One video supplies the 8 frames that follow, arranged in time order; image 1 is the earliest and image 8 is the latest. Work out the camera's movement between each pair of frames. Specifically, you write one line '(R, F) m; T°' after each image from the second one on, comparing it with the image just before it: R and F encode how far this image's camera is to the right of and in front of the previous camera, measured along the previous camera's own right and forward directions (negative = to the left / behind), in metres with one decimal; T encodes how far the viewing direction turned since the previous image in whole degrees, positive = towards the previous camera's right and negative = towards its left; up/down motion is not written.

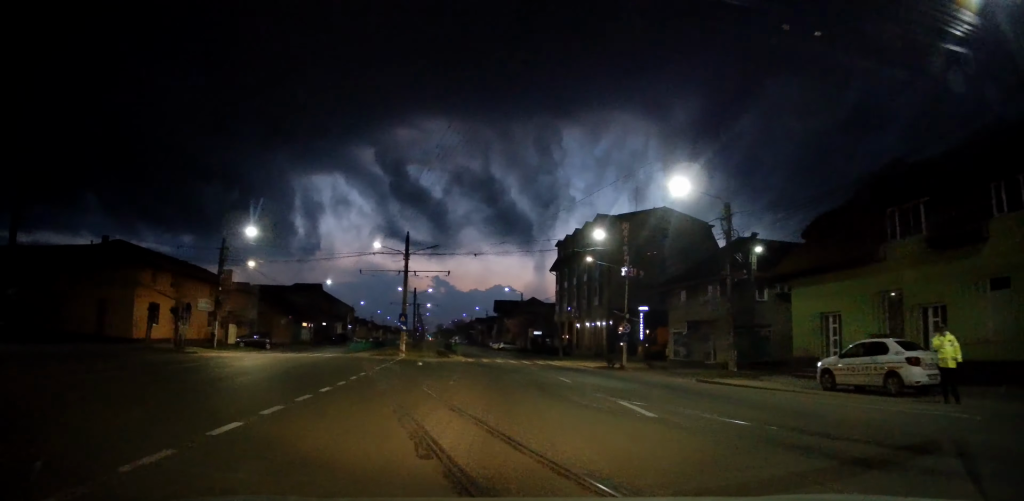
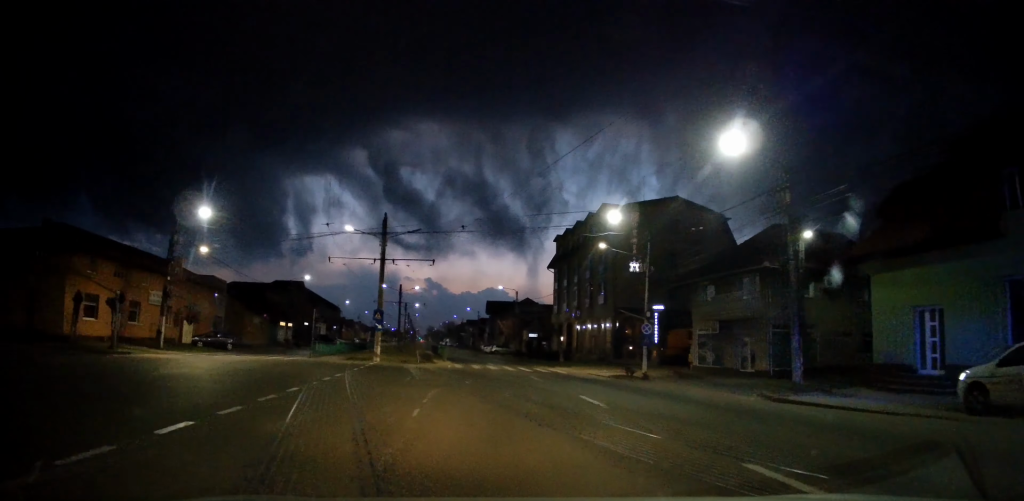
(0.0, +6.3) m; +1°
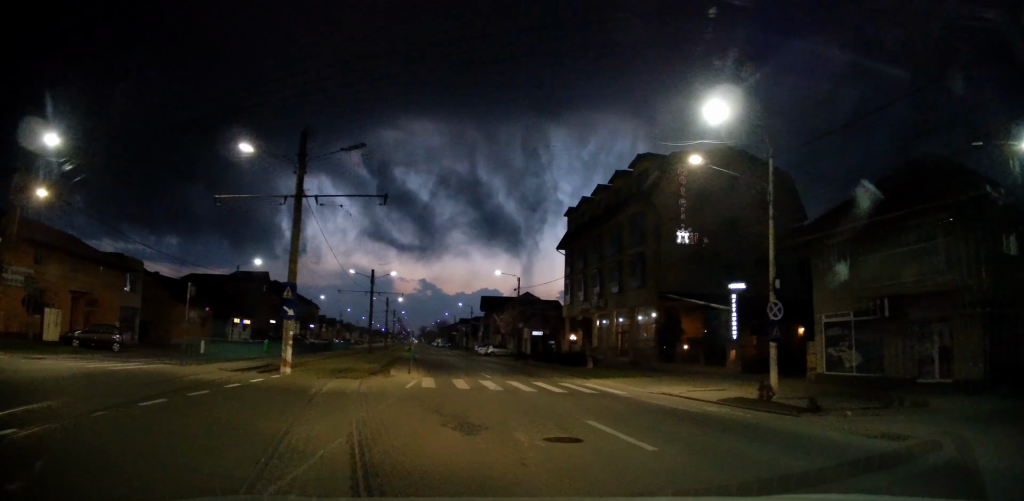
(+0.4, +14.2) m; 0°
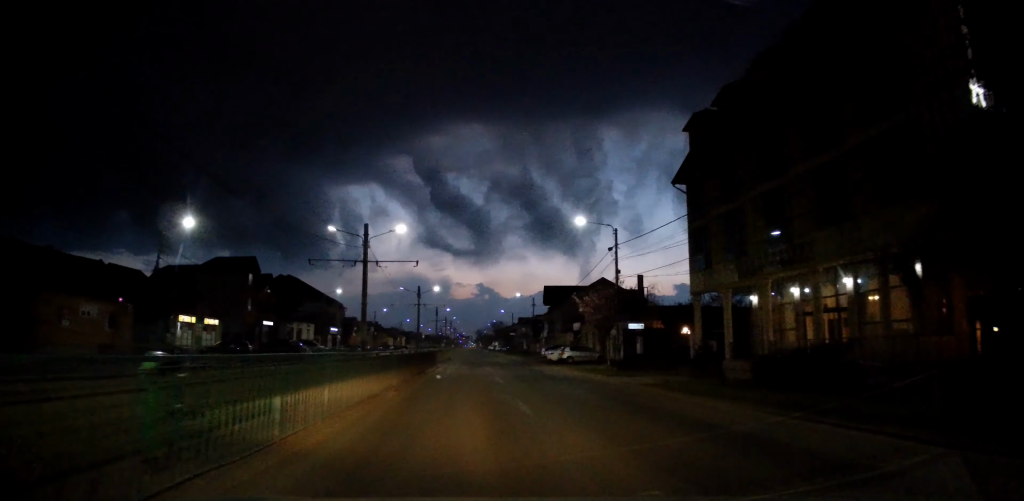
(-1.4, +22.3) m; -5°
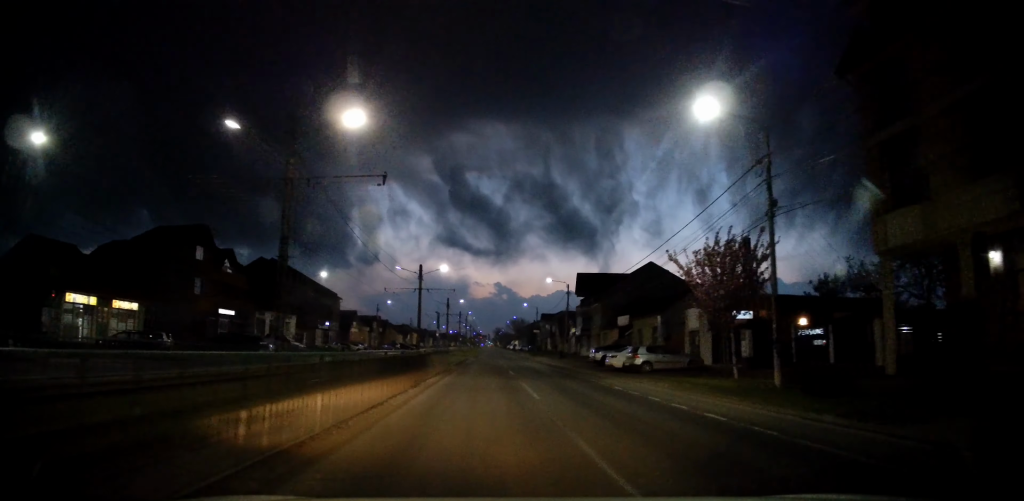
(0.0, +15.3) m; -1°
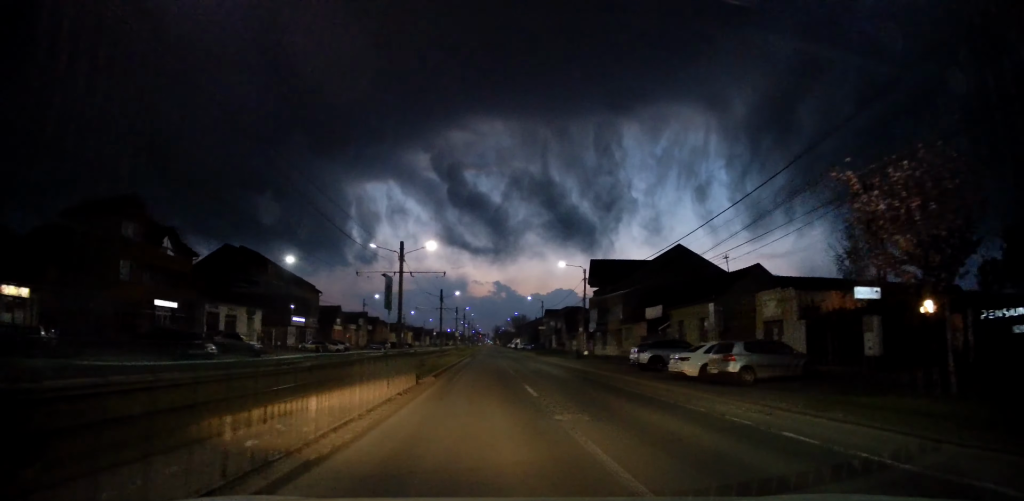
(+0.1, +10.5) m; -2°
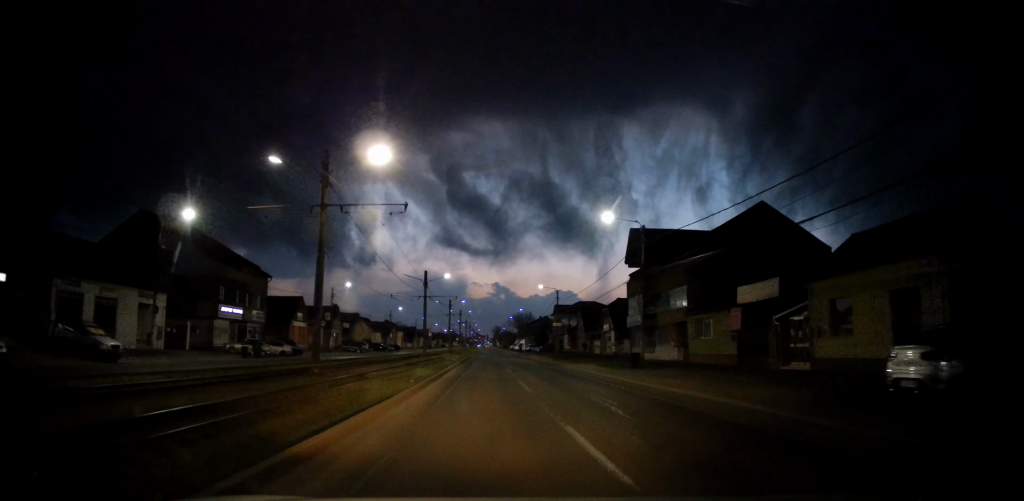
(-0.6, +18.9) m; 0°
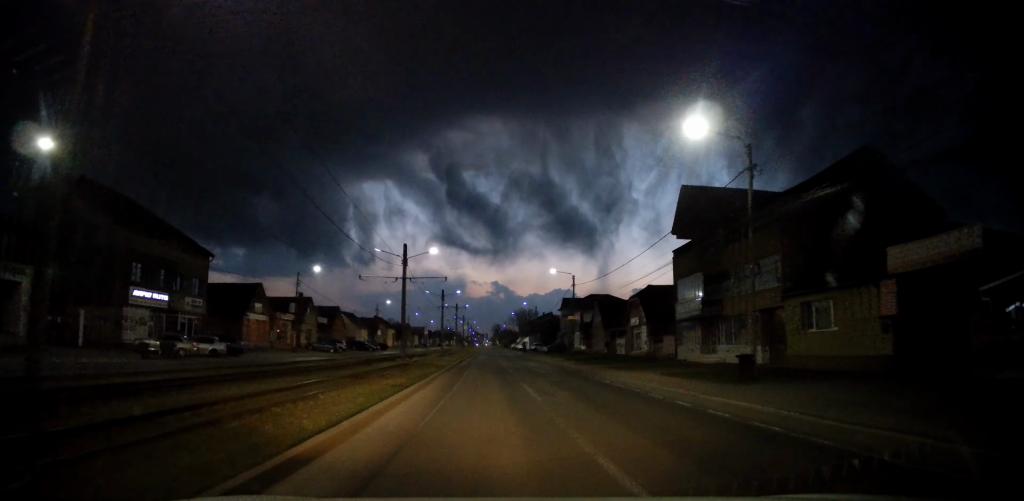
(+0.5, +13.0) m; +1°
